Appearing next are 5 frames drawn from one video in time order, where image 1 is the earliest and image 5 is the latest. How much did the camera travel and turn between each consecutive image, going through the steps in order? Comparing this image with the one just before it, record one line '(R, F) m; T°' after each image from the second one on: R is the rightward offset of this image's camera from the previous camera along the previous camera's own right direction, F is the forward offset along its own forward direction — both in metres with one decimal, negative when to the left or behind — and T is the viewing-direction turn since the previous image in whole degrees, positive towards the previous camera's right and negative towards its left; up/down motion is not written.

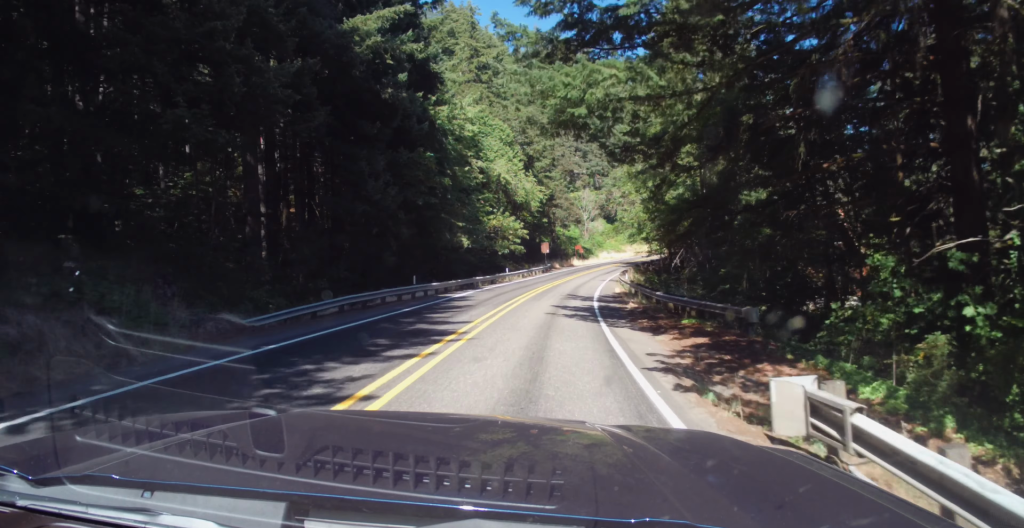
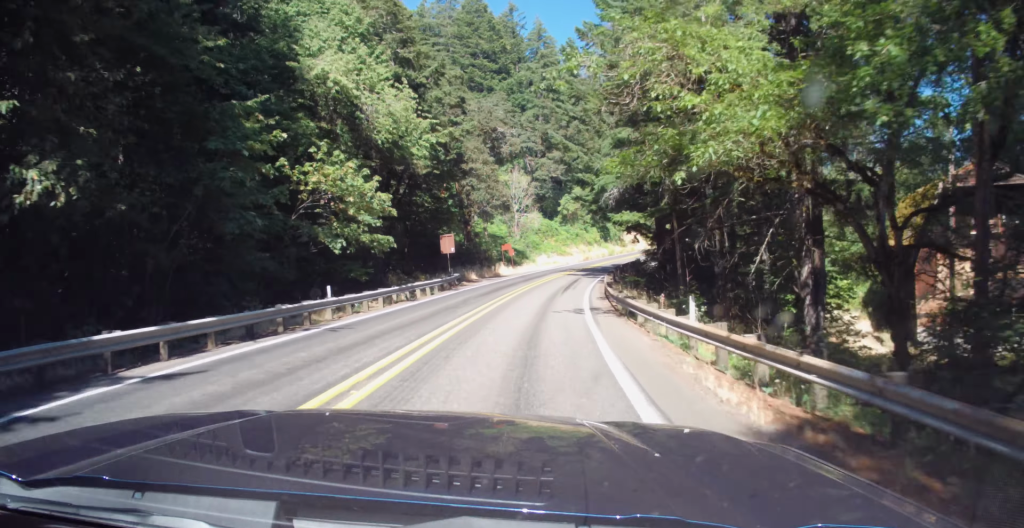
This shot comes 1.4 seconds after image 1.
(0.0, +34.1) m; 0°
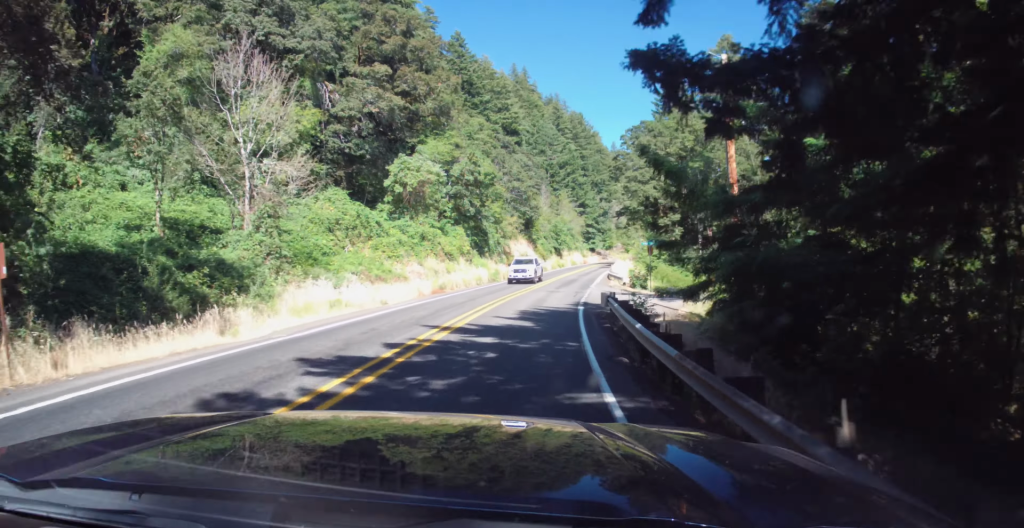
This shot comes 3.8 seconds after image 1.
(0.0, +55.1) m; +7°
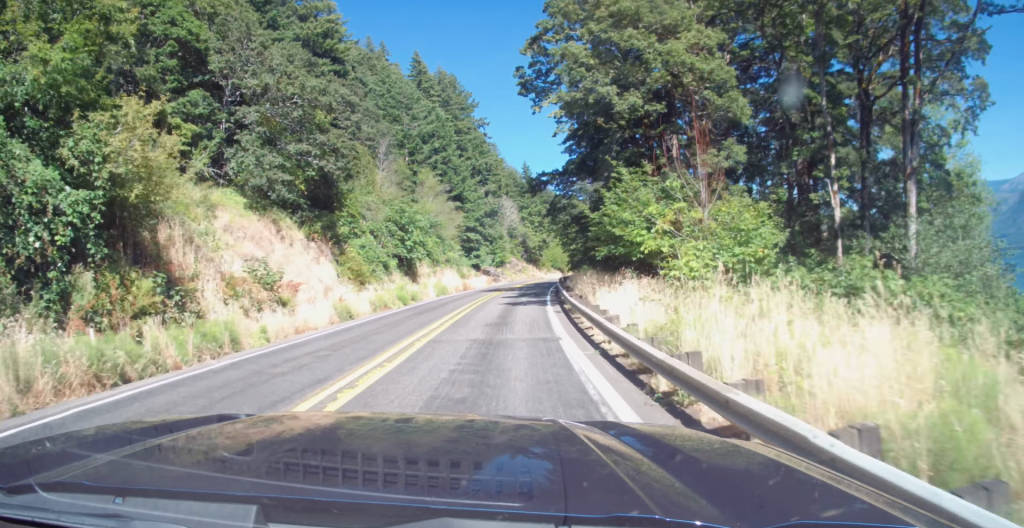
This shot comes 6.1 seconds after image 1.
(+11.9, +52.8) m; +19°
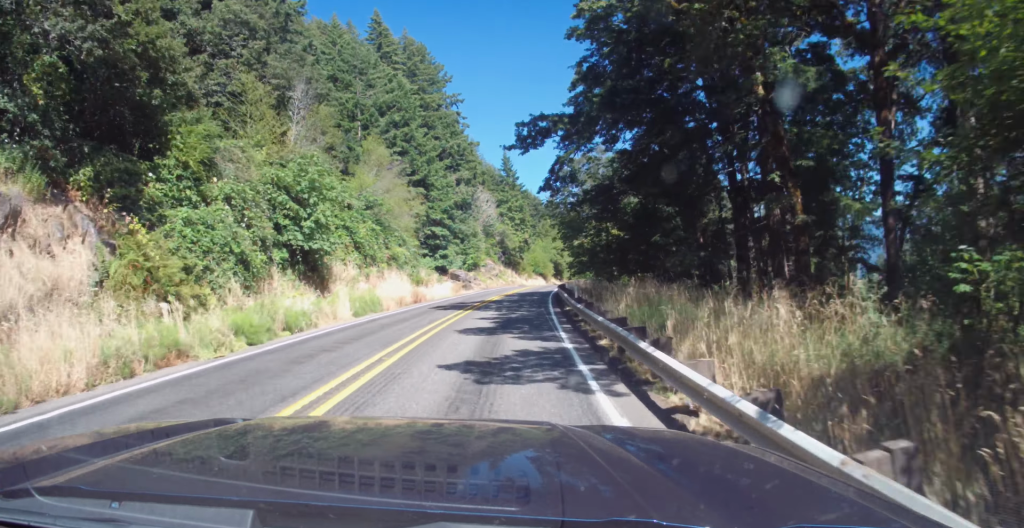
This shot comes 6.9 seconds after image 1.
(+0.7, +20.1) m; +1°
